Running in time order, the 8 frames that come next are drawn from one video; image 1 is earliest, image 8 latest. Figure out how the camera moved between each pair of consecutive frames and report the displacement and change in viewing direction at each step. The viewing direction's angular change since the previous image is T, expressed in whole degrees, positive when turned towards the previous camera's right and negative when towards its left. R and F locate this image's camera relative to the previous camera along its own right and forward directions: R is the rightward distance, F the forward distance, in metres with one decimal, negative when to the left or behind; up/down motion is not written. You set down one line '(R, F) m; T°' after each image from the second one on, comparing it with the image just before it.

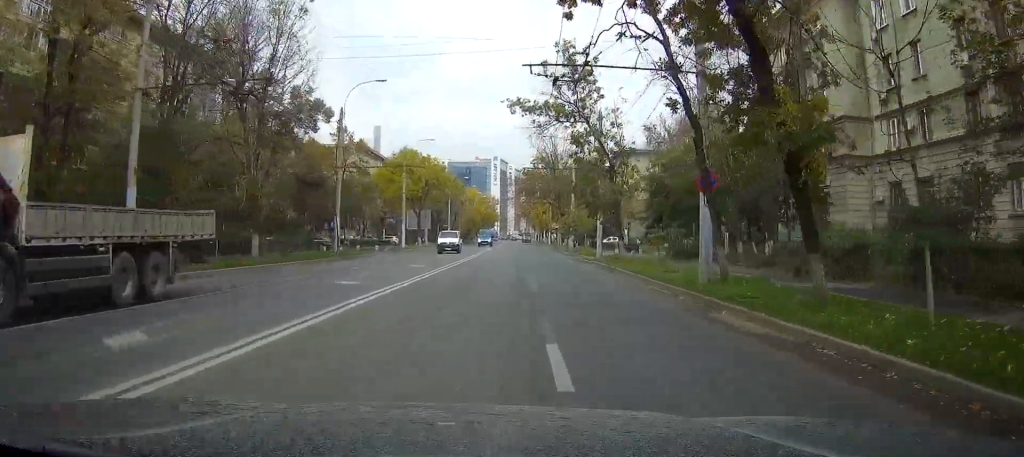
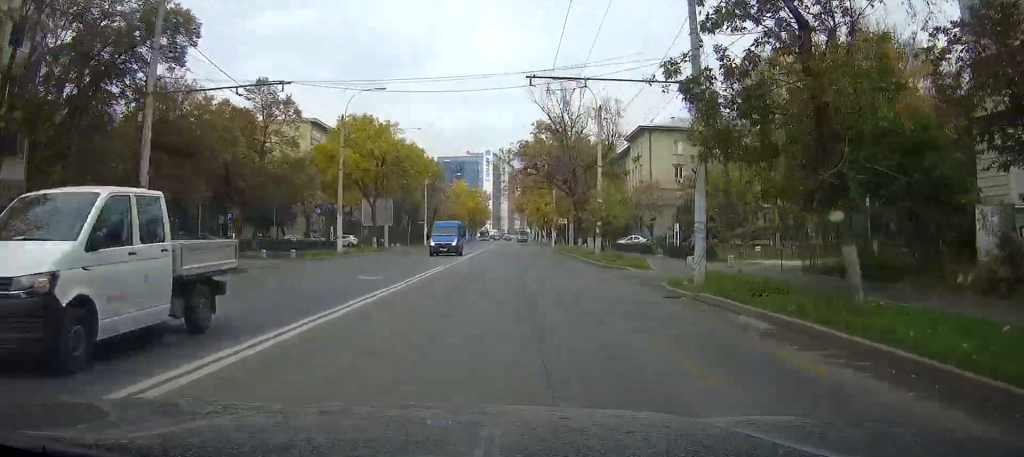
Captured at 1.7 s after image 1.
(+0.1, +24.6) m; 0°
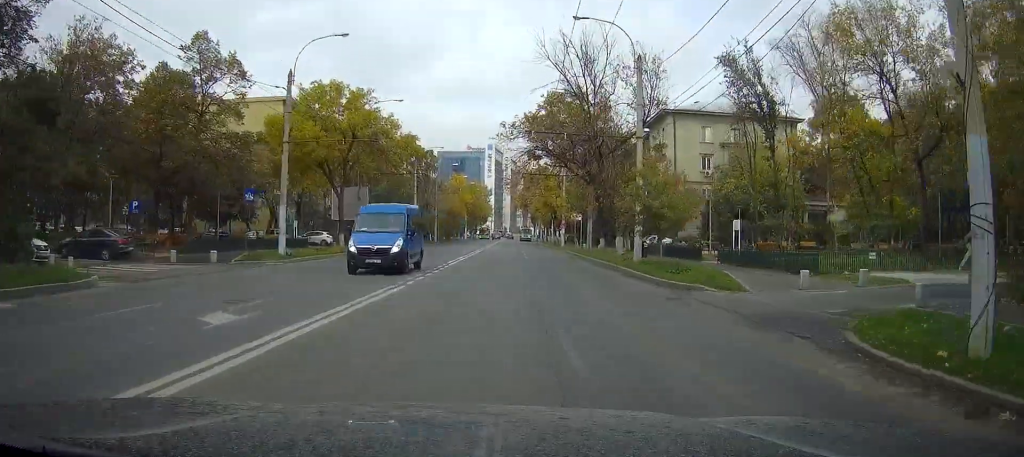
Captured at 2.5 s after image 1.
(0.0, +12.6) m; -1°
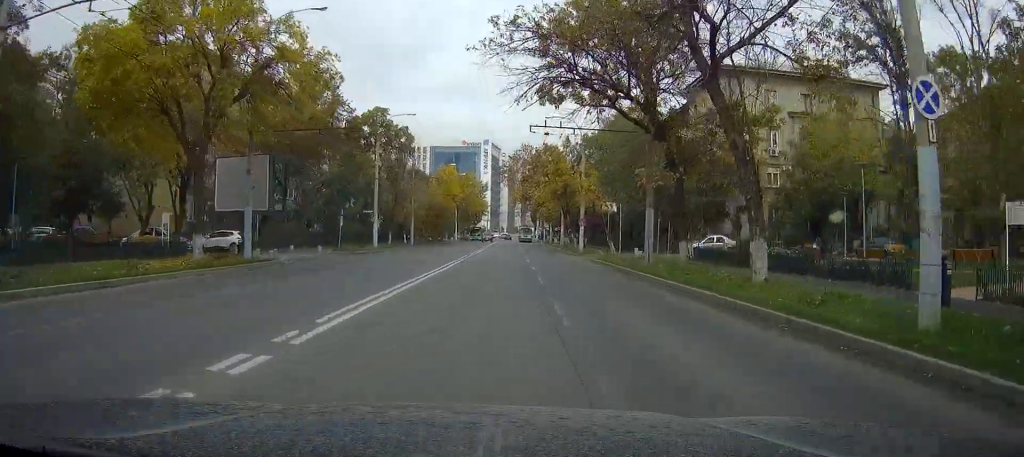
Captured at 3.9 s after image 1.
(-0.7, +22.6) m; -3°
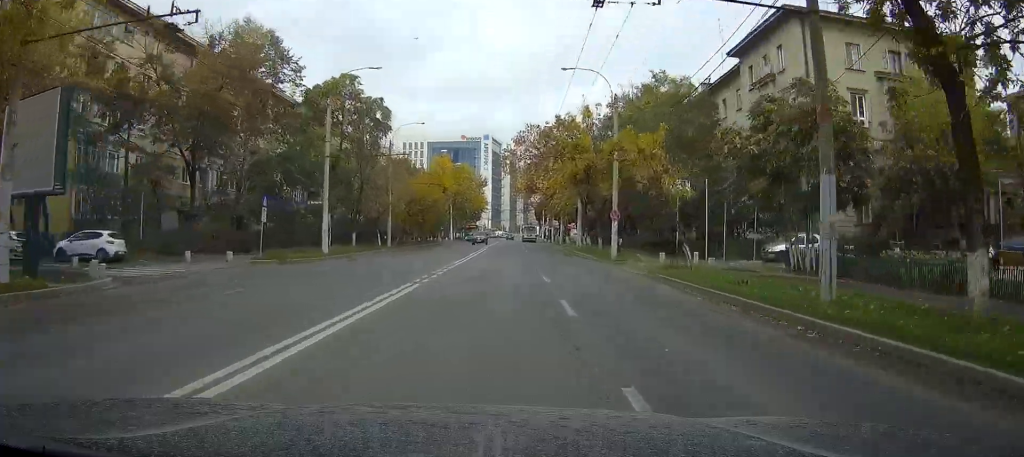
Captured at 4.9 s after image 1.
(-0.3, +16.9) m; 0°
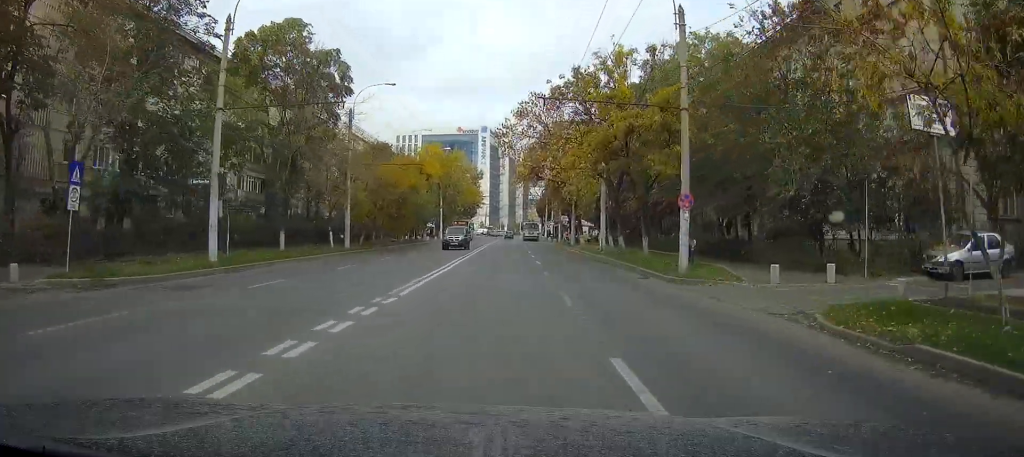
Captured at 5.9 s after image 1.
(+0.3, +16.5) m; +1°
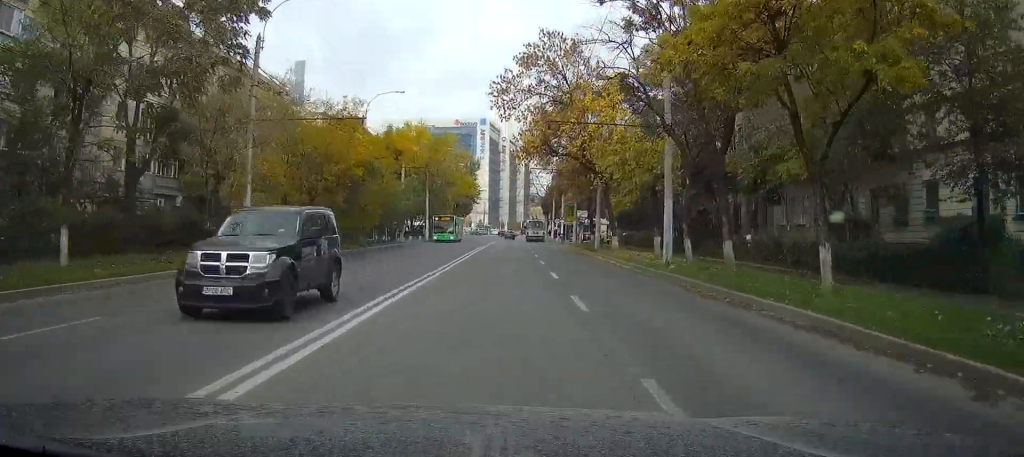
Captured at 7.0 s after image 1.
(+0.2, +19.3) m; +1°
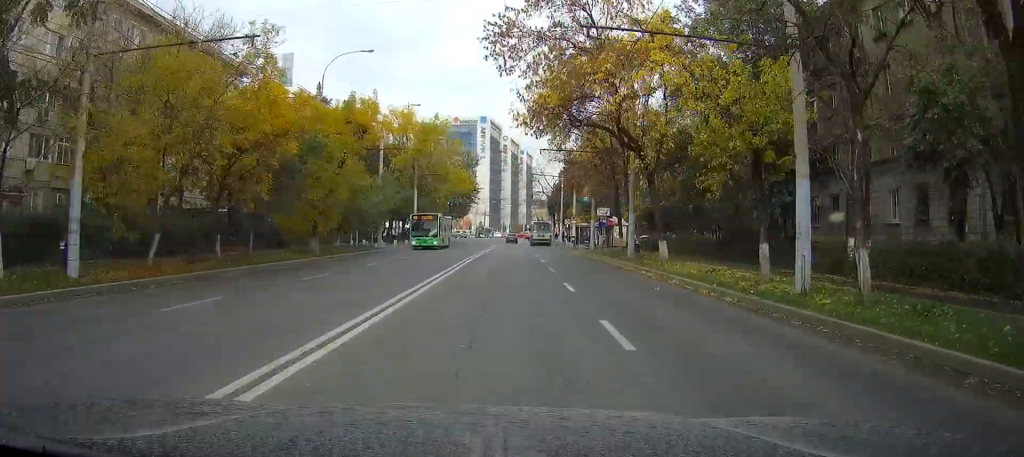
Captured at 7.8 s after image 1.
(+0.1, +13.3) m; +1°
